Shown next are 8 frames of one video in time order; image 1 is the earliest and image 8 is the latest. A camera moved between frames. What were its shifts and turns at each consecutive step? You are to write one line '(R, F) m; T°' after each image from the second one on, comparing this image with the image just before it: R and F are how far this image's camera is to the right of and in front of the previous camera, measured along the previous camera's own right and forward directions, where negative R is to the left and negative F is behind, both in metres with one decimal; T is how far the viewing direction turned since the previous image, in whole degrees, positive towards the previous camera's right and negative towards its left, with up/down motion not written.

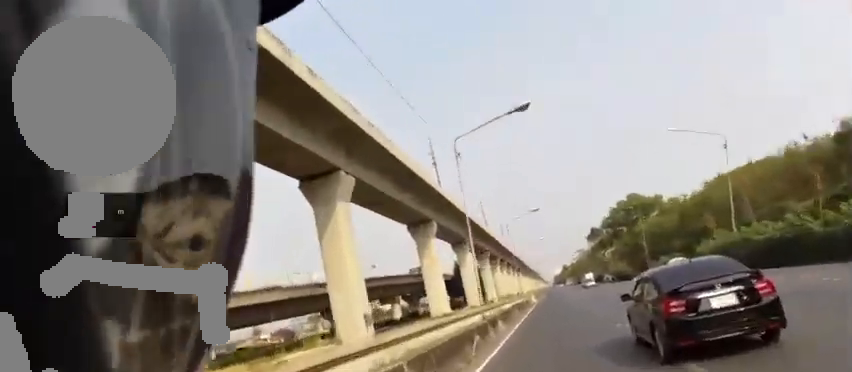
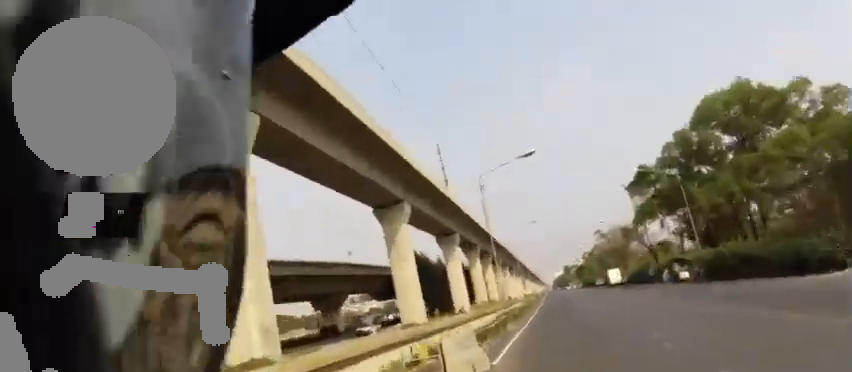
(+2.9, +51.1) m; +1°
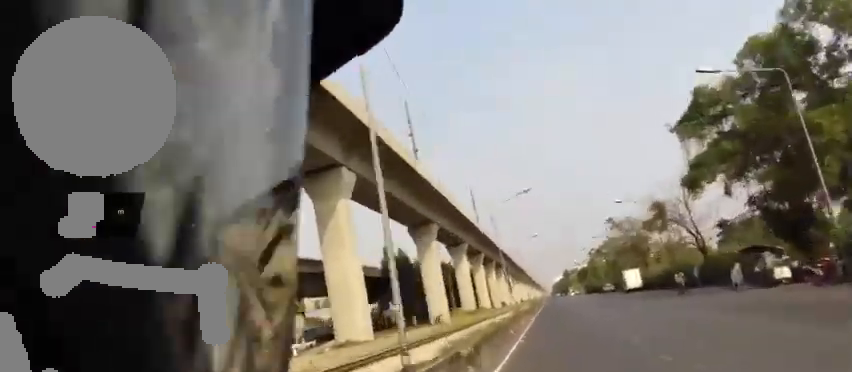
(-0.6, +19.1) m; -2°
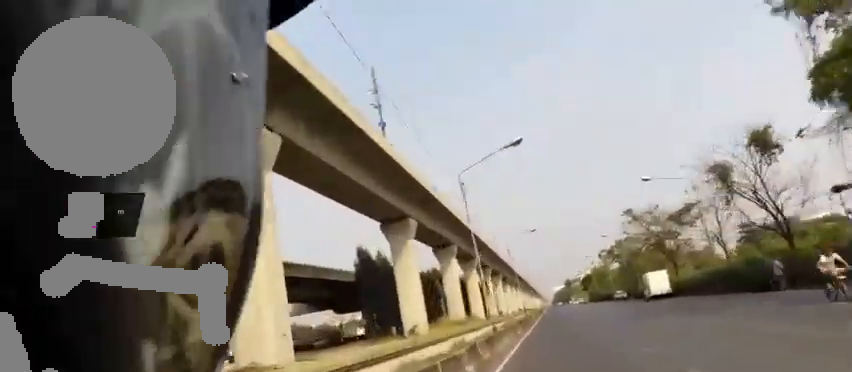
(0.0, +14.2) m; 0°
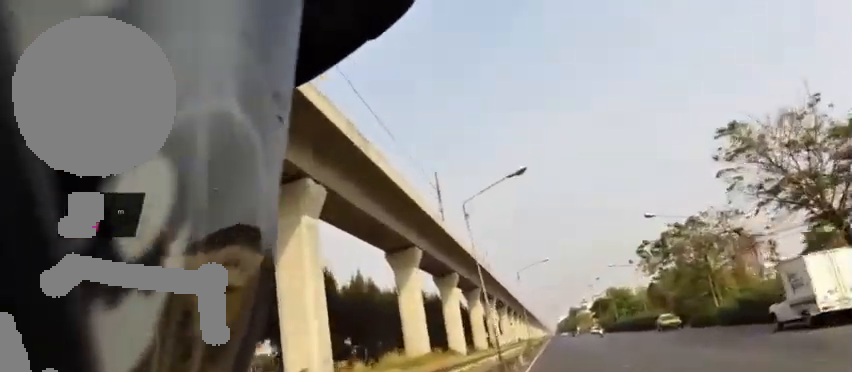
(+0.2, +30.1) m; +1°
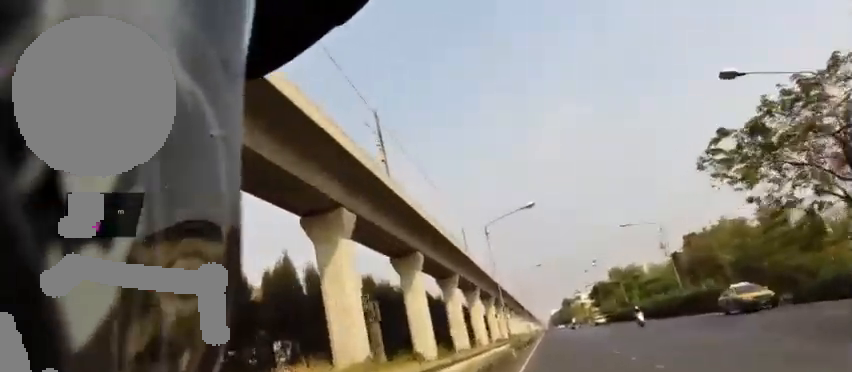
(+0.4, +22.3) m; +1°
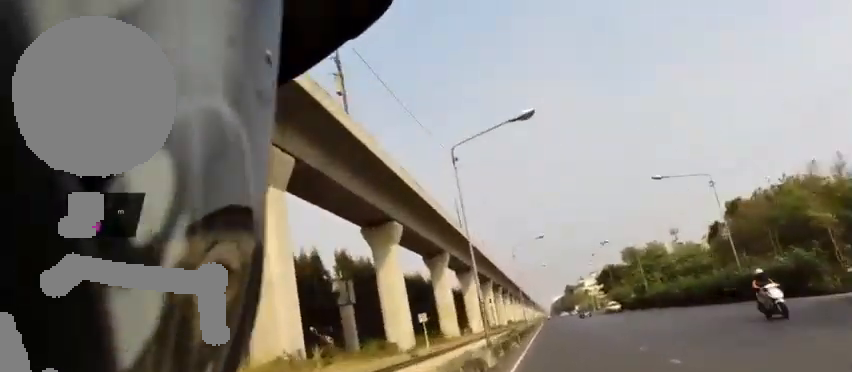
(0.0, +13.8) m; 0°
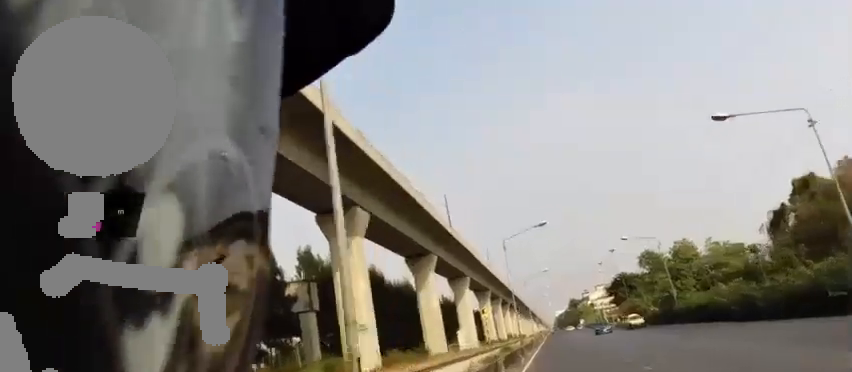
(0.0, +13.7) m; -1°
